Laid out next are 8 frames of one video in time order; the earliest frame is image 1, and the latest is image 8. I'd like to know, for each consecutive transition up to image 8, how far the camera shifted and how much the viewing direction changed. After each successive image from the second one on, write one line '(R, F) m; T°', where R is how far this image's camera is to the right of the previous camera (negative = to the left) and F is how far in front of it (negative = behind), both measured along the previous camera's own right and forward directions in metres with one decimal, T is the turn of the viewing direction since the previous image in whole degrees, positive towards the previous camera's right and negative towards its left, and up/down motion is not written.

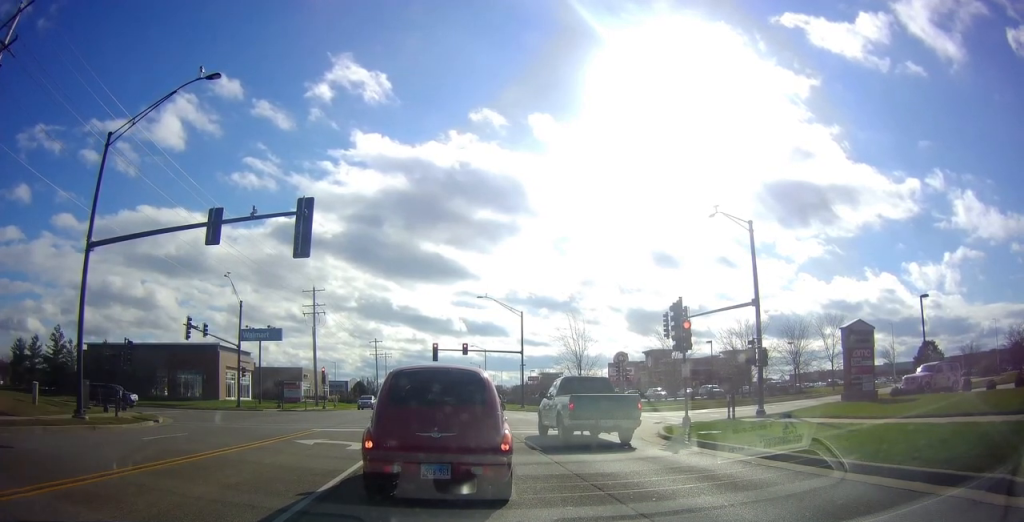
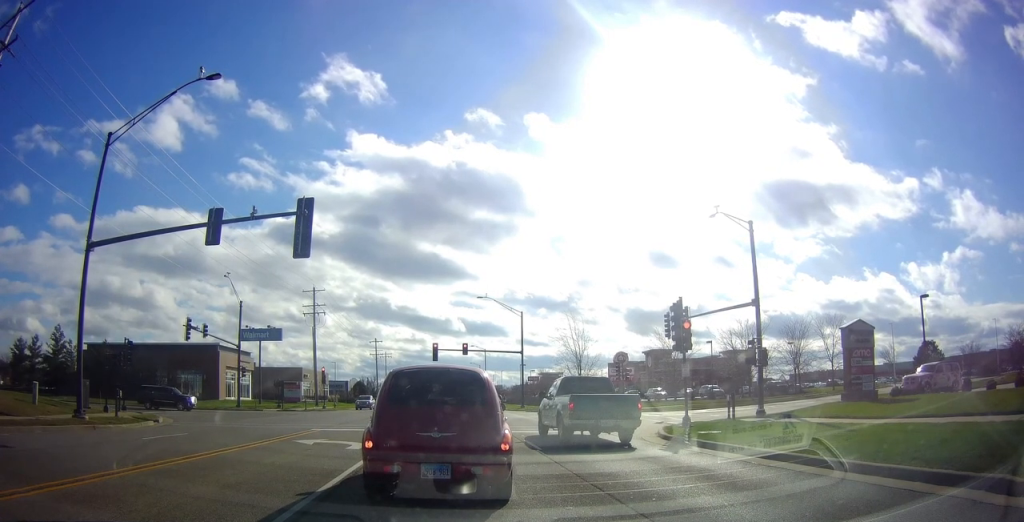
(0.0, 0.0) m; 0°
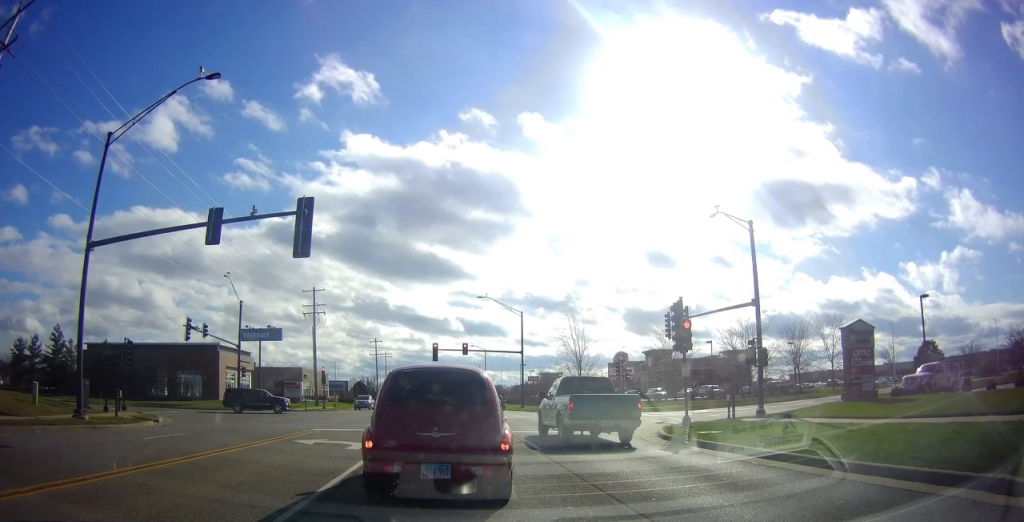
(0.0, 0.0) m; 0°
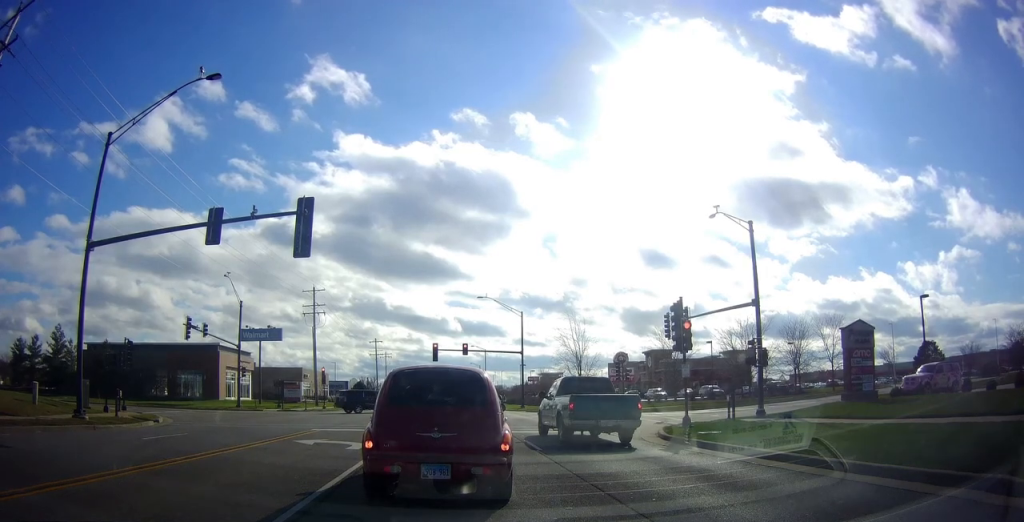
(0.0, 0.0) m; 0°
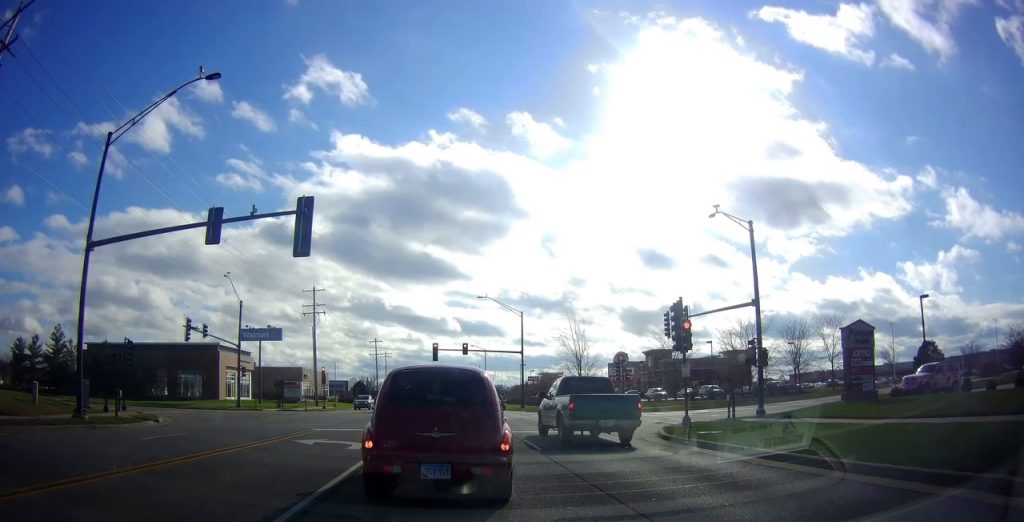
(0.0, 0.0) m; 0°
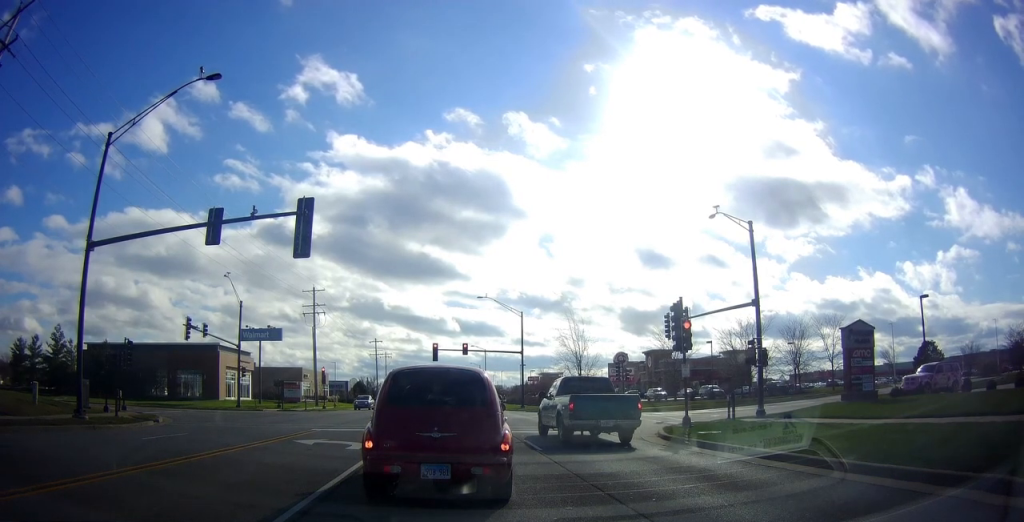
(0.0, 0.0) m; 0°
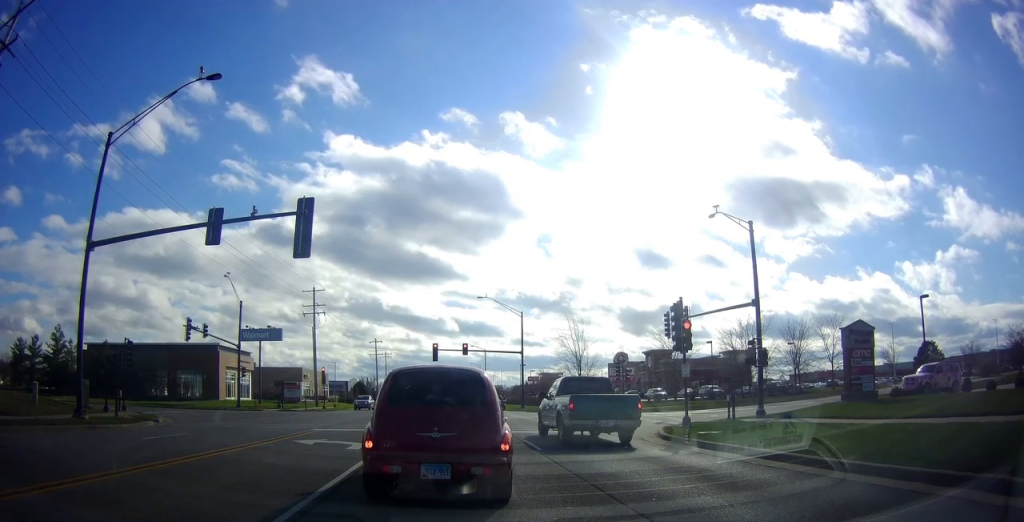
(0.0, 0.0) m; 0°
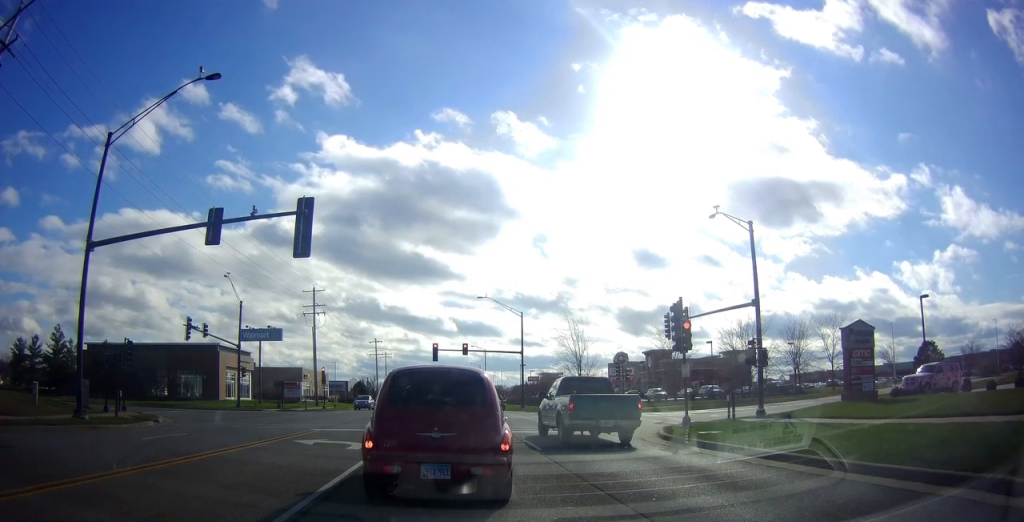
(0.0, 0.0) m; 0°
